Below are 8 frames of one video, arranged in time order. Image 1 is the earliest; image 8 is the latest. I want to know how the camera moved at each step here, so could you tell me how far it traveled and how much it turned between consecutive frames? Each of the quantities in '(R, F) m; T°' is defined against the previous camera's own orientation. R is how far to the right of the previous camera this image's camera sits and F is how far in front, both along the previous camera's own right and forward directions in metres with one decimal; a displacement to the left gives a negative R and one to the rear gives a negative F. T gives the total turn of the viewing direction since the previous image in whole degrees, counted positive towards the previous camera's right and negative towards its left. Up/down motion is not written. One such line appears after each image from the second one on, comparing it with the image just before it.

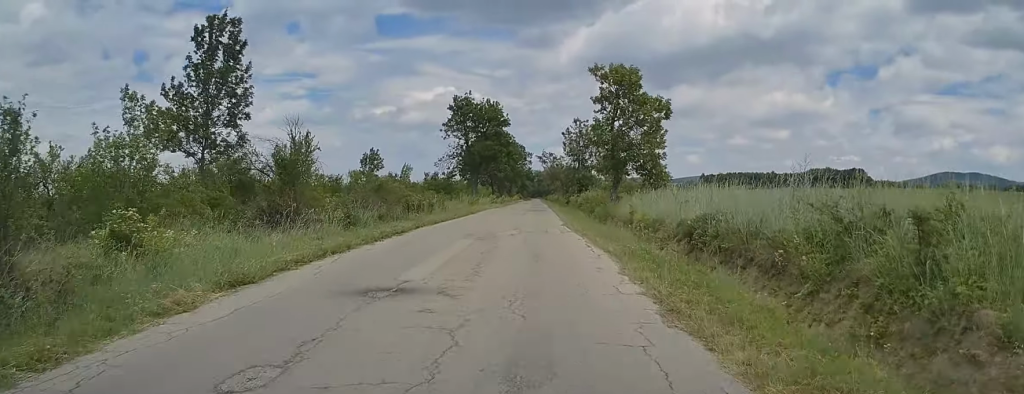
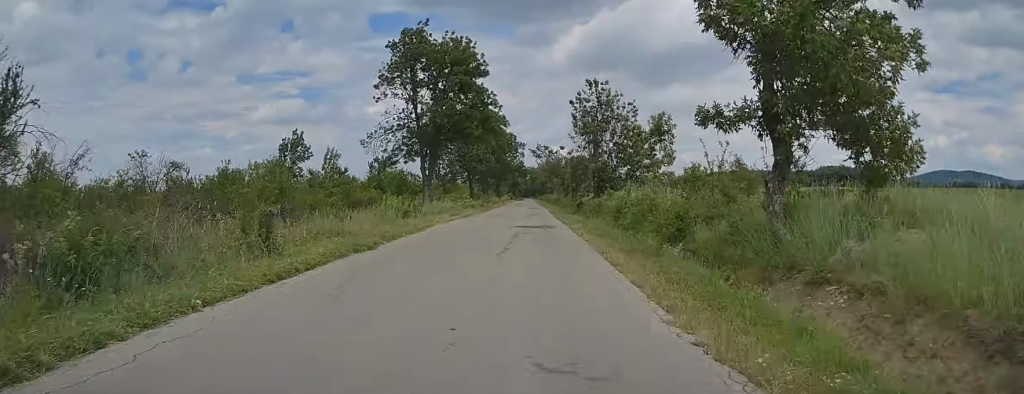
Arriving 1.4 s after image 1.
(0.0, +26.5) m; 0°
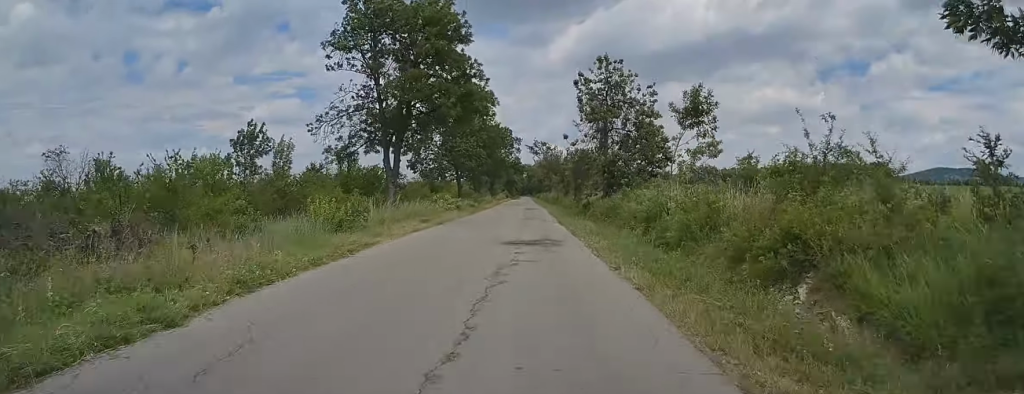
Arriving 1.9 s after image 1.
(0.0, +8.7) m; 0°
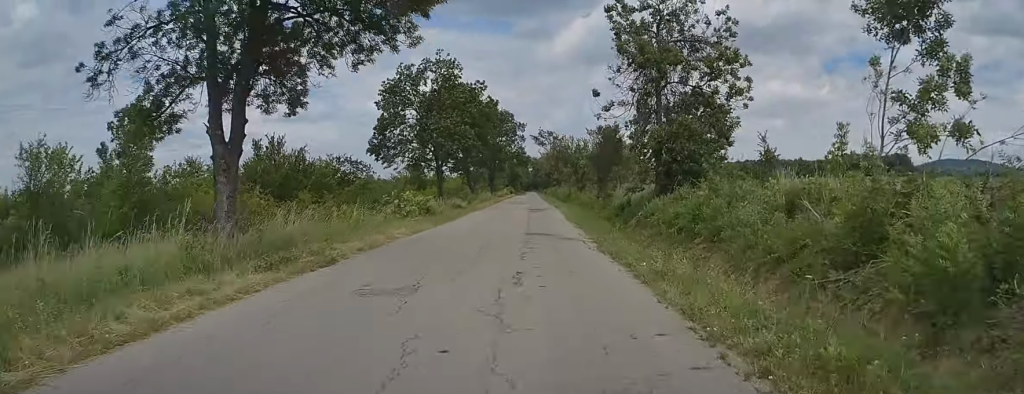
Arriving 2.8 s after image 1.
(0.0, +16.4) m; 0°
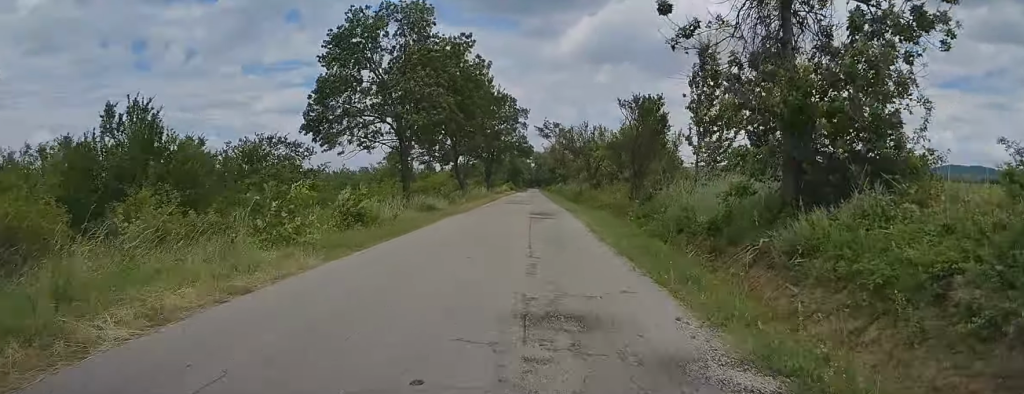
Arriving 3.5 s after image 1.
(+0.1, +13.3) m; 0°
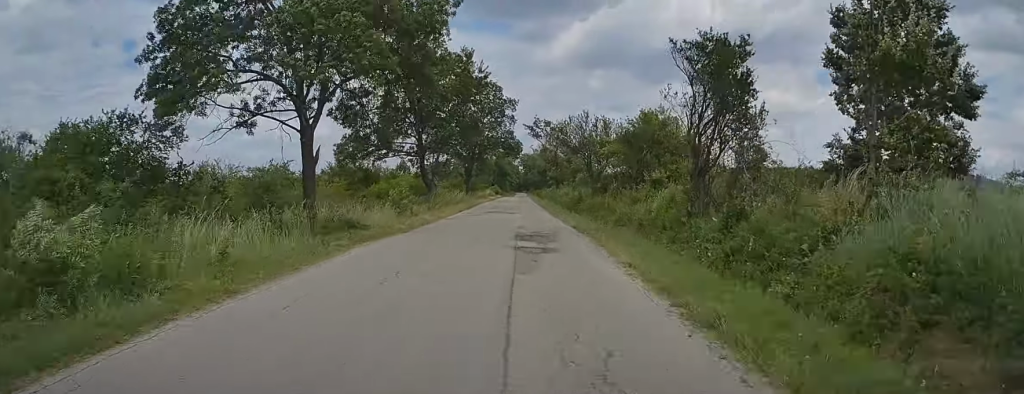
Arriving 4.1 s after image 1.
(0.0, +12.8) m; 0°
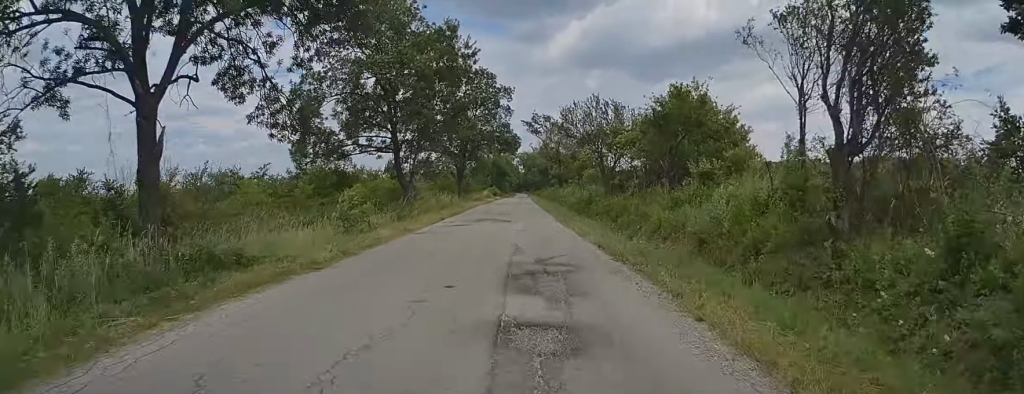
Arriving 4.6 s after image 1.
(0.0, +8.3) m; 0°
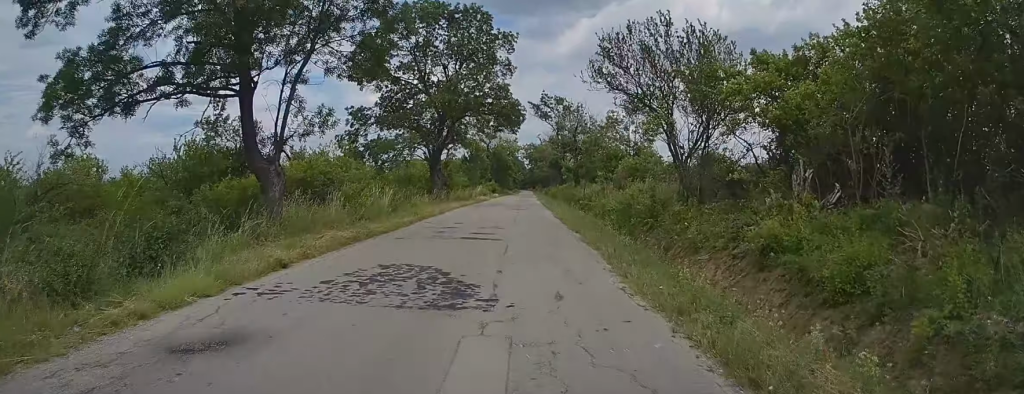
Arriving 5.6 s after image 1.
(0.0, +20.8) m; -1°
